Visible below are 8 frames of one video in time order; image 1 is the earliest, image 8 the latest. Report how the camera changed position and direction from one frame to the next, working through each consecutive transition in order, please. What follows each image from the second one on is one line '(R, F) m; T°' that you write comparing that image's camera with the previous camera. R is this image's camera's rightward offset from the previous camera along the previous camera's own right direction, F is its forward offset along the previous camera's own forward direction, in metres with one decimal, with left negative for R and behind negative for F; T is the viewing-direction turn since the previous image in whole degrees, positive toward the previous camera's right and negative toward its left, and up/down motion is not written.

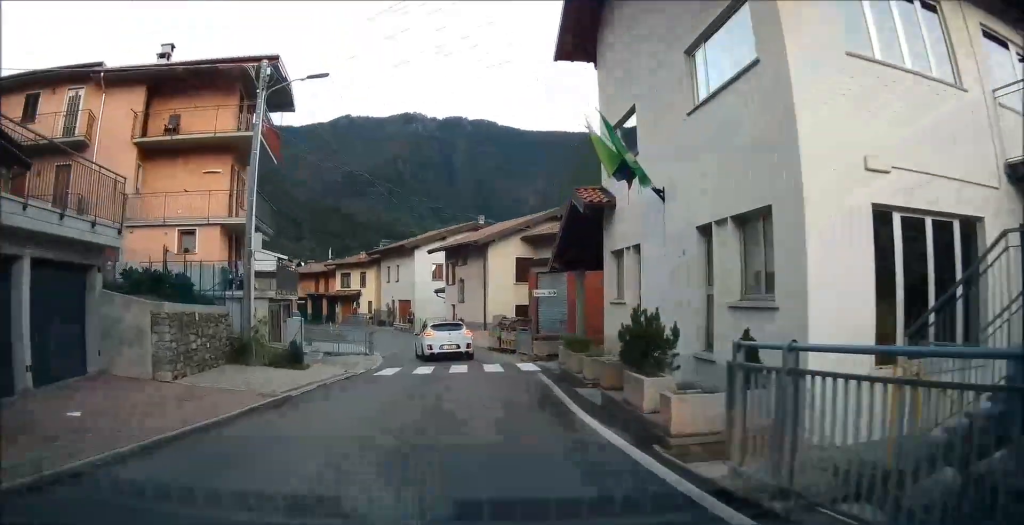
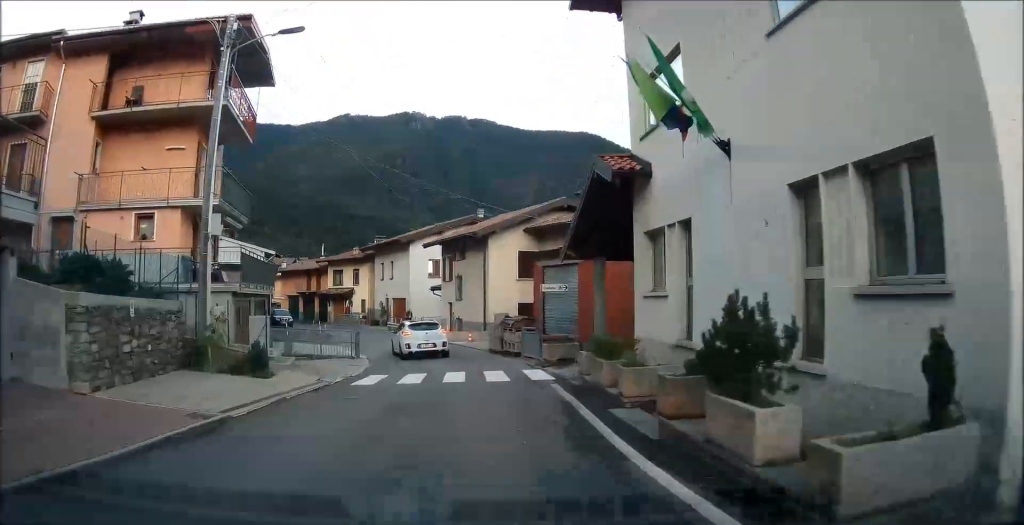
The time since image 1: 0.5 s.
(+0.2, +3.2) m; +3°
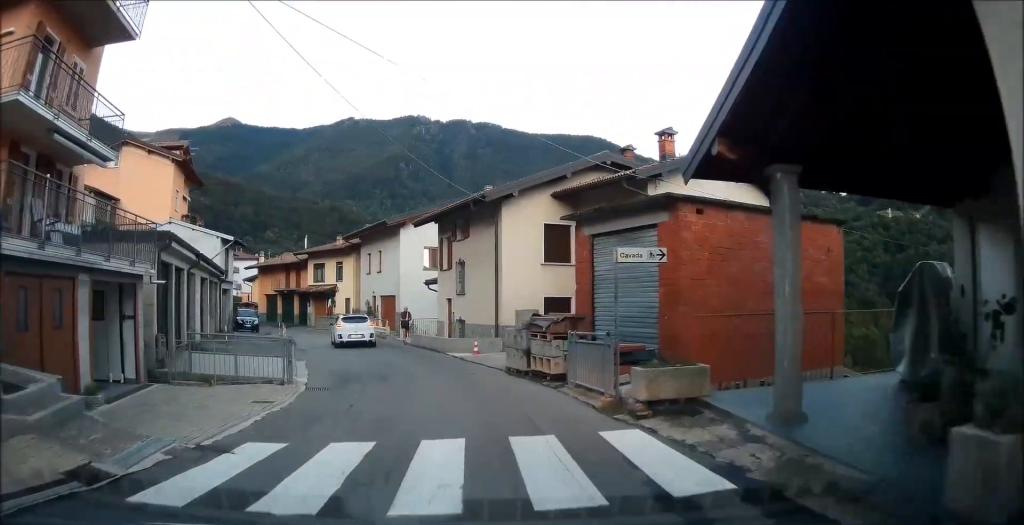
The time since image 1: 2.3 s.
(+0.5, +10.4) m; +3°
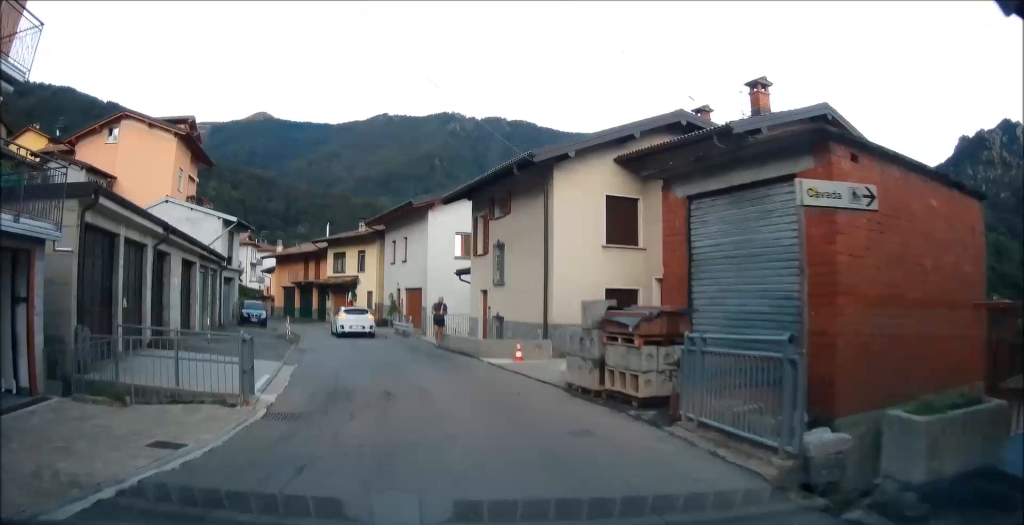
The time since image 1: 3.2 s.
(+0.1, +5.3) m; 0°
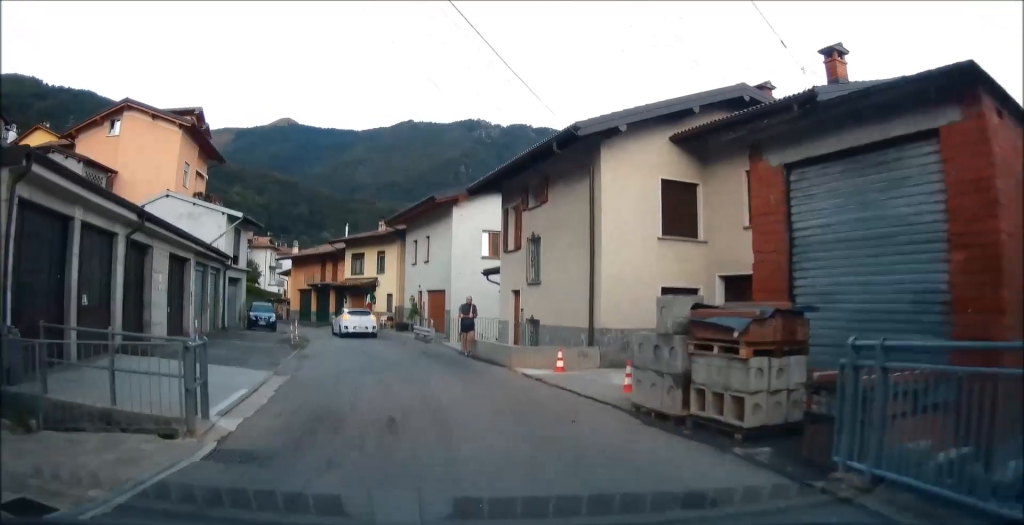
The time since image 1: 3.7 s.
(0.0, +3.2) m; -3°
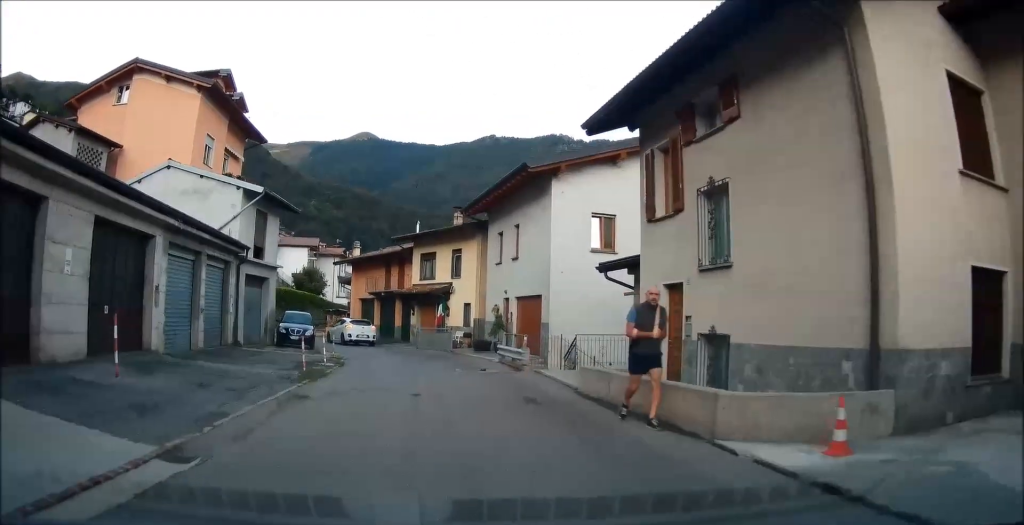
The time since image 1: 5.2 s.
(-0.7, +8.9) m; -7°
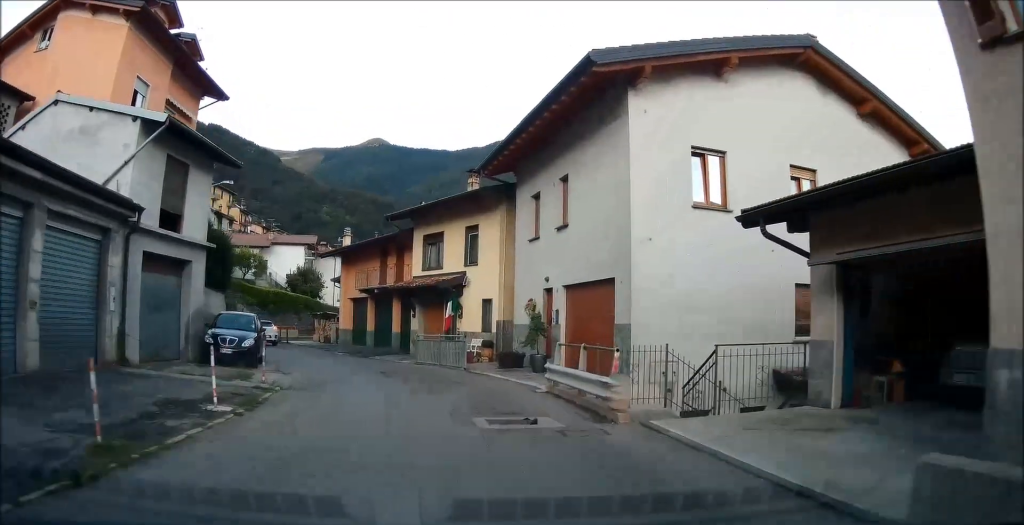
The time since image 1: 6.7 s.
(0.0, +9.9) m; -3°
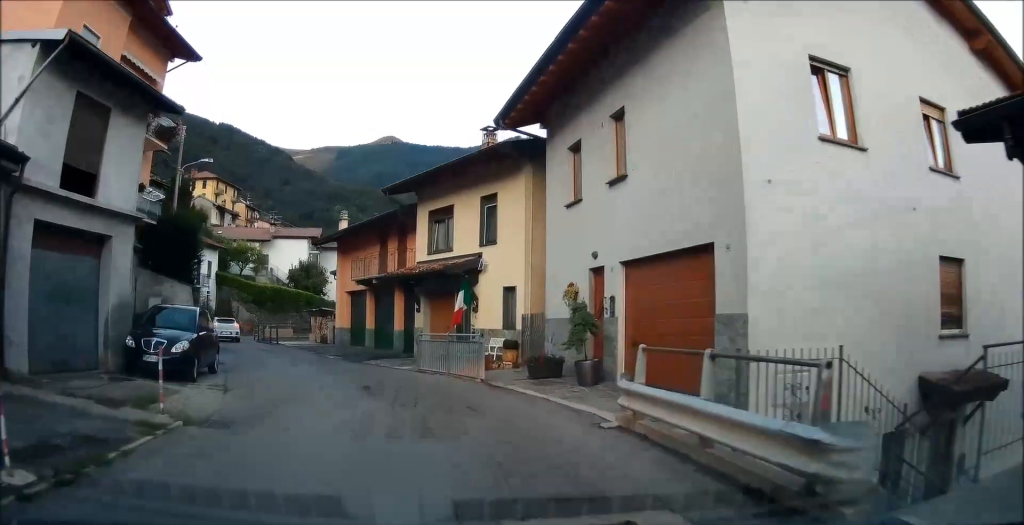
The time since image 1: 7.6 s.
(-0.2, +5.5) m; -3°
